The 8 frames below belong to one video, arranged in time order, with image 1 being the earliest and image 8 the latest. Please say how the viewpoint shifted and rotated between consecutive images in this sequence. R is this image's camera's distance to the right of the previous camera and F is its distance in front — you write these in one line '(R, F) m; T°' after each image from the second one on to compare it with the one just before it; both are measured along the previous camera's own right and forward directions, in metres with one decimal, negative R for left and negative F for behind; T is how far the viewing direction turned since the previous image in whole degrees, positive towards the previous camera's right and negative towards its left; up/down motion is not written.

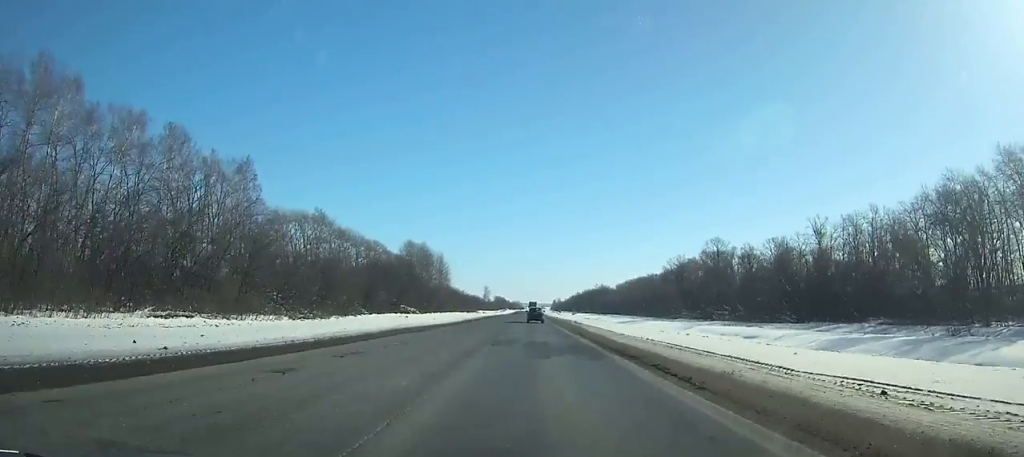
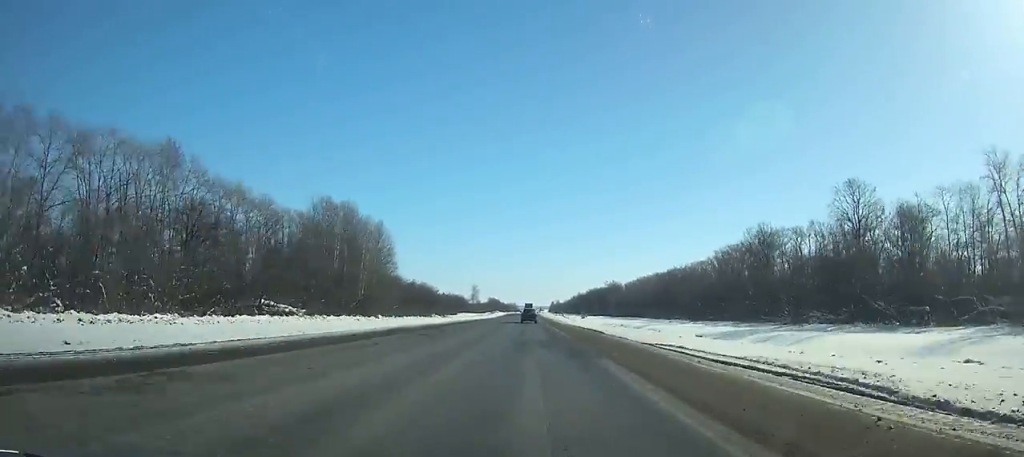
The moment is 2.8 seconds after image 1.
(+1.0, +65.3) m; +1°
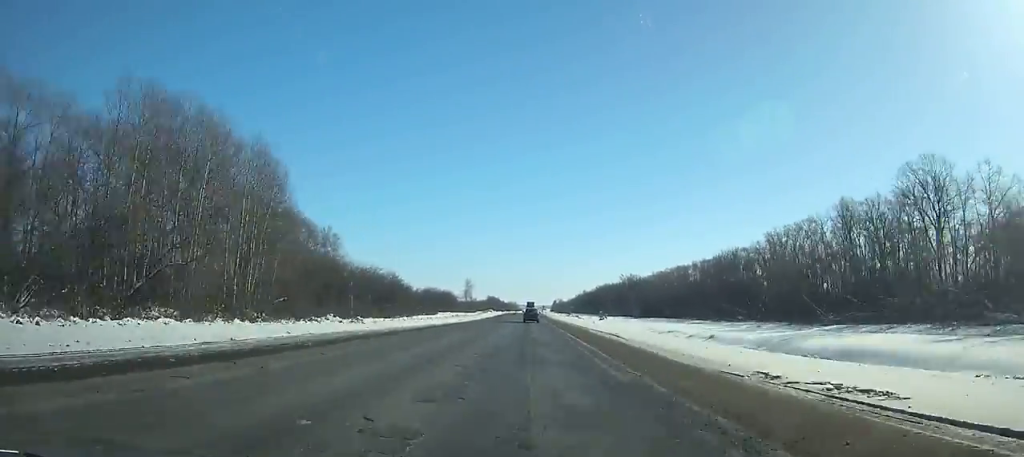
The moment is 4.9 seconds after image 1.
(-0.1, +49.1) m; 0°
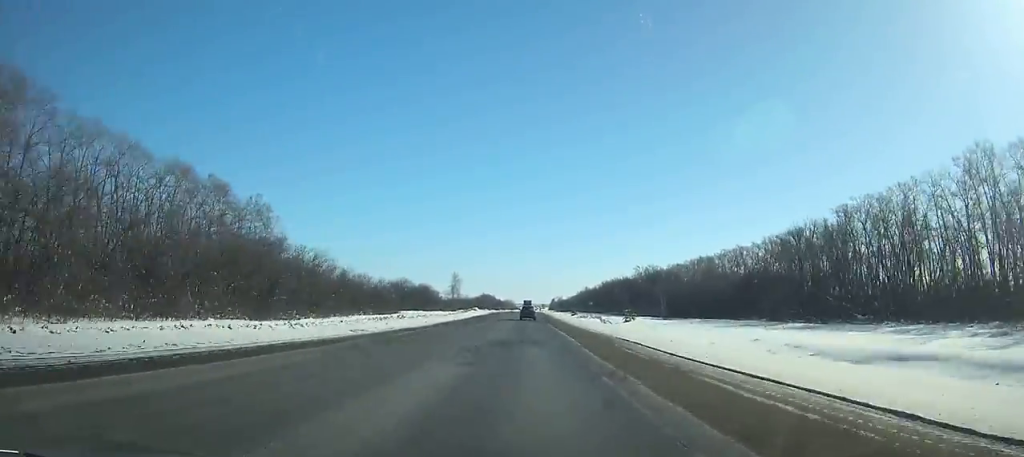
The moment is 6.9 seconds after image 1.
(+0.1, +46.8) m; 0°
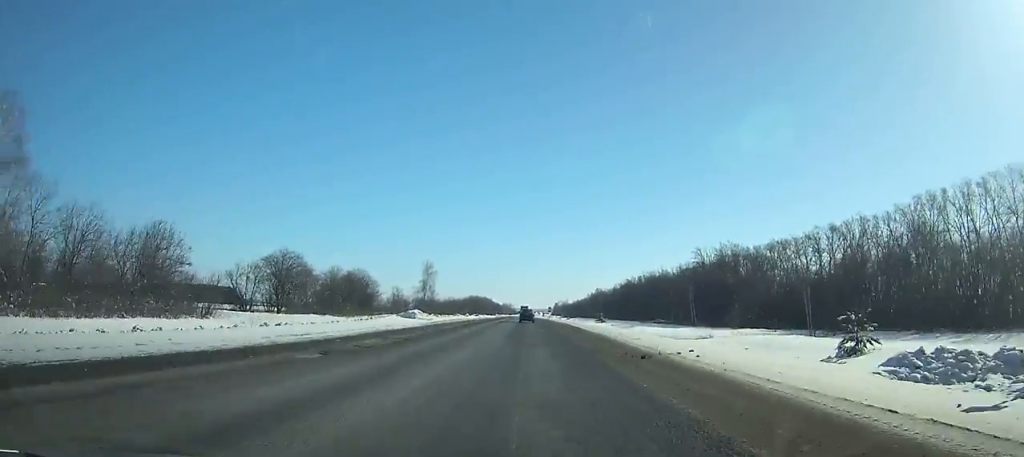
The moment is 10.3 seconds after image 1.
(+0.1, +80.1) m; 0°
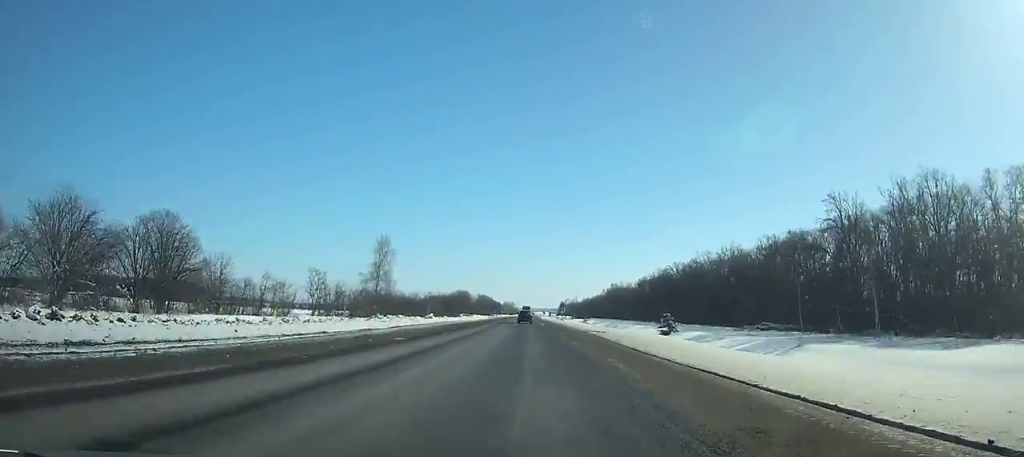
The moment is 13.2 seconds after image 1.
(-0.1, +69.2) m; 0°
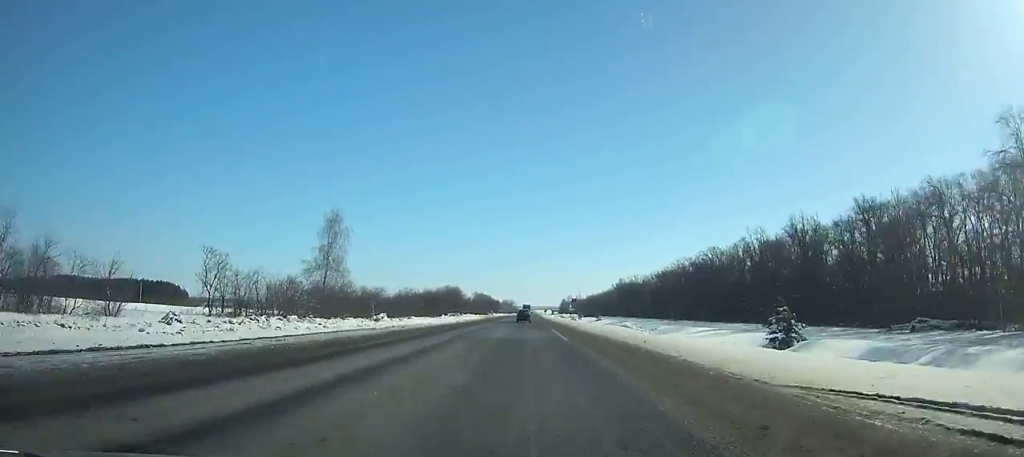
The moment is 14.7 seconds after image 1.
(0.0, +36.0) m; 0°
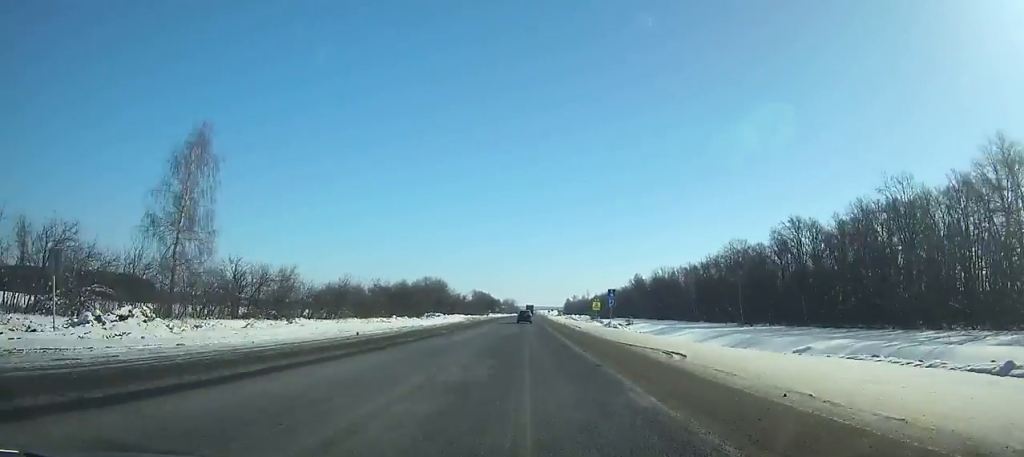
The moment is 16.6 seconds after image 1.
(-0.2, +46.2) m; 0°
